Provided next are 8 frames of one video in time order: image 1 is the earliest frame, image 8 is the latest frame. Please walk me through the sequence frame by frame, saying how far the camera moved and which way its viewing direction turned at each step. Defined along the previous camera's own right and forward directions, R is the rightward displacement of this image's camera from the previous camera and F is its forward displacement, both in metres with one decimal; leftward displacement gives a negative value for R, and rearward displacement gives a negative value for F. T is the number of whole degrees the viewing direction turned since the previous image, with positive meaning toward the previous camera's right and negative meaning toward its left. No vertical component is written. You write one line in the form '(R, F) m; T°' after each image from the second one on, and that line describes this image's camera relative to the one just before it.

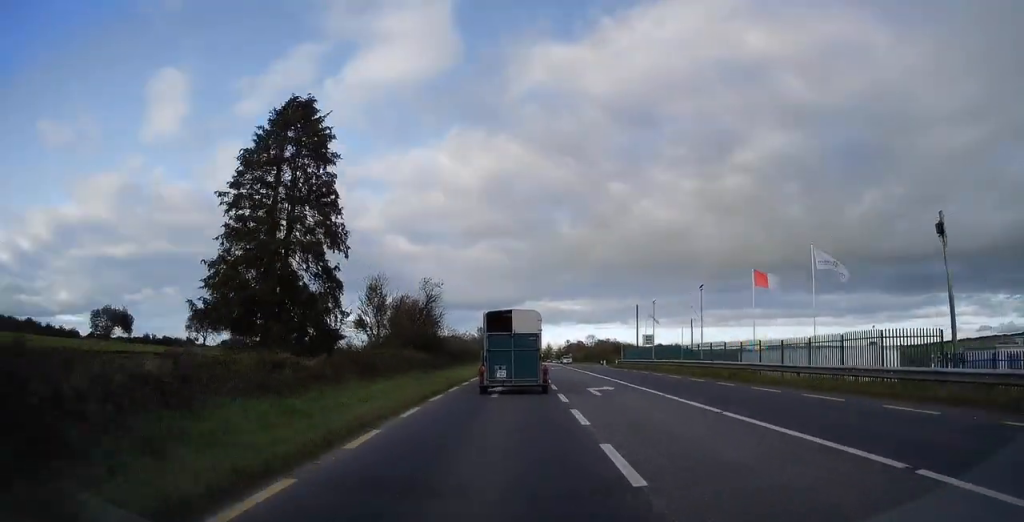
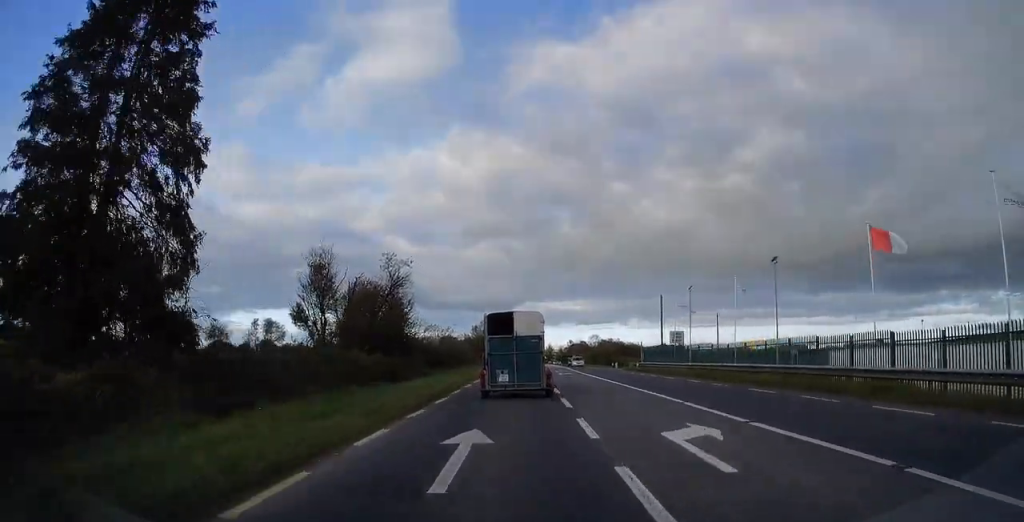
(-0.1, +10.6) m; -1°
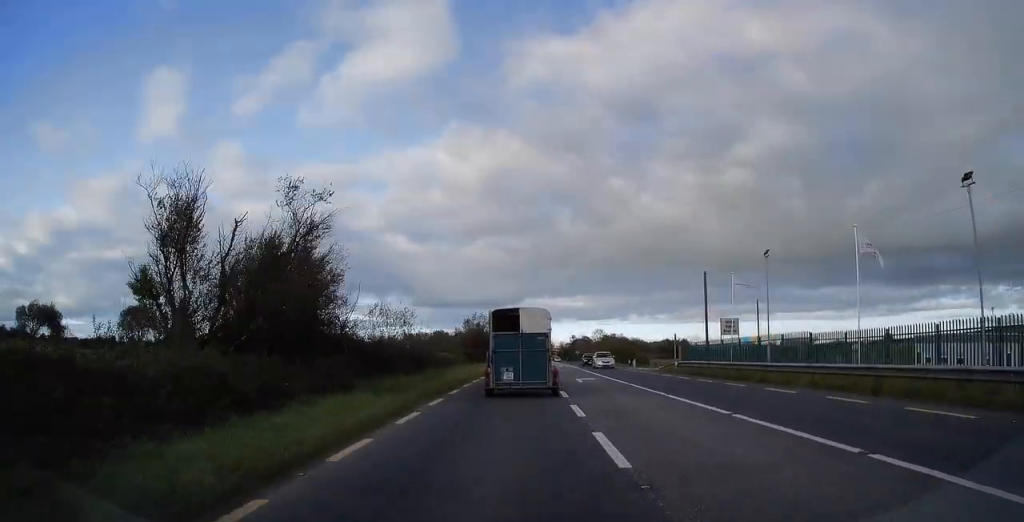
(-0.1, +12.5) m; -2°
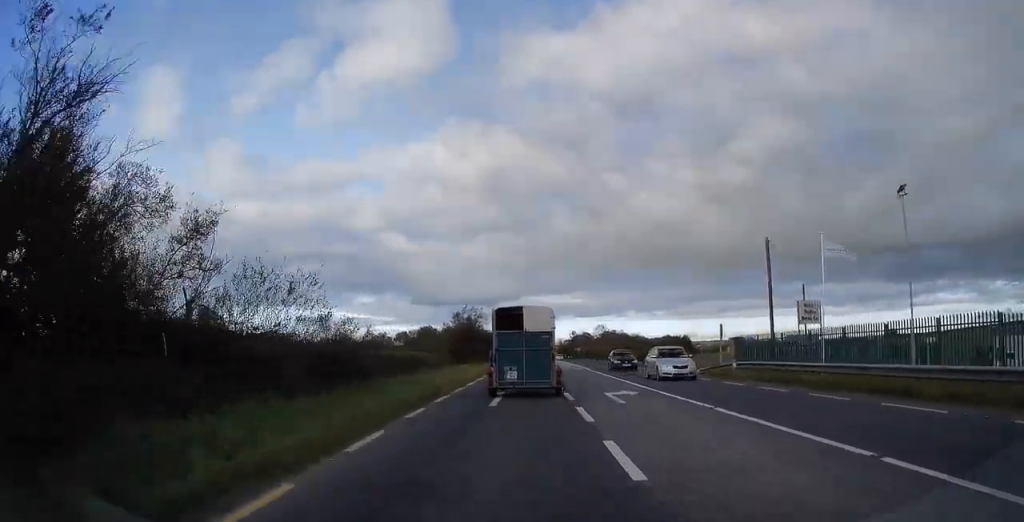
(-0.3, +11.0) m; -1°
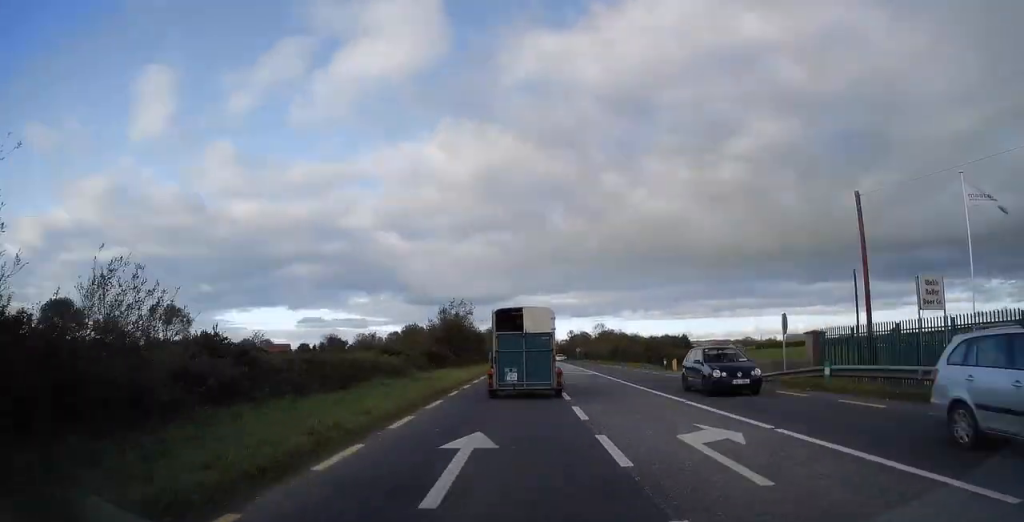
(-0.1, +9.3) m; 0°
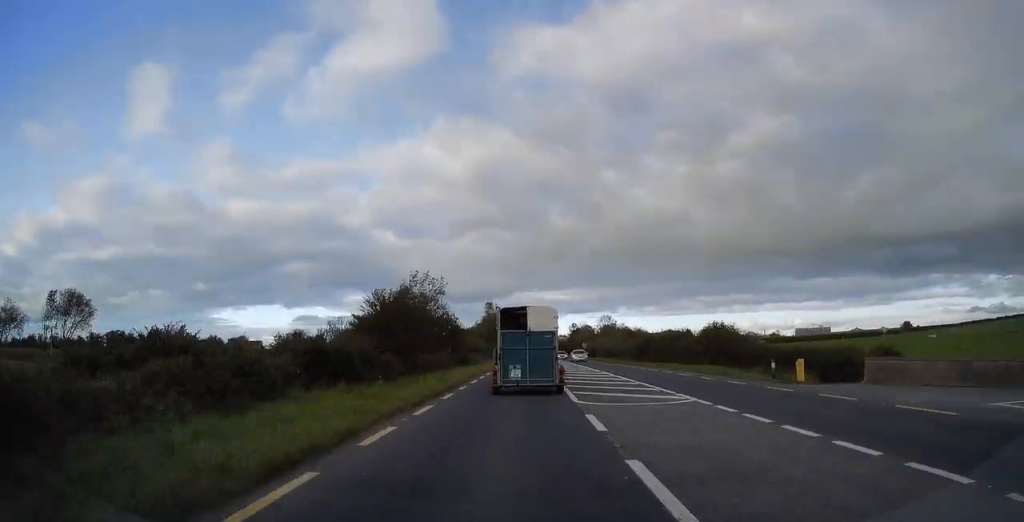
(+0.3, +23.0) m; +1°
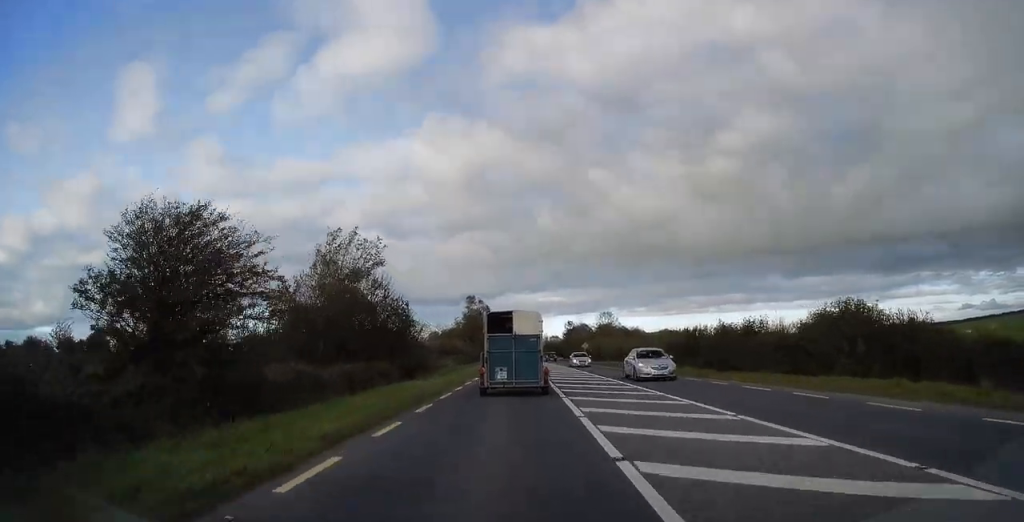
(0.0, +19.4) m; -1°
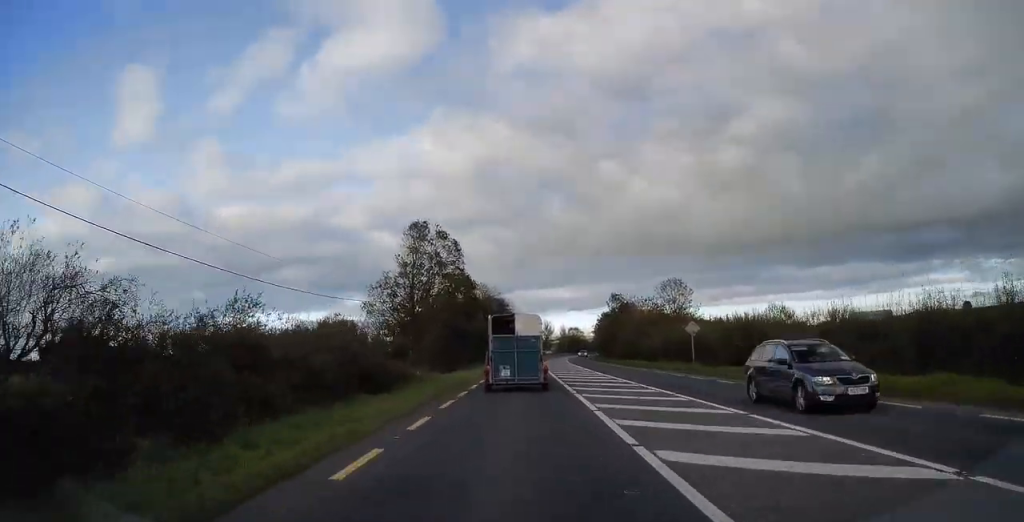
(+0.5, +54.8) m; +1°
